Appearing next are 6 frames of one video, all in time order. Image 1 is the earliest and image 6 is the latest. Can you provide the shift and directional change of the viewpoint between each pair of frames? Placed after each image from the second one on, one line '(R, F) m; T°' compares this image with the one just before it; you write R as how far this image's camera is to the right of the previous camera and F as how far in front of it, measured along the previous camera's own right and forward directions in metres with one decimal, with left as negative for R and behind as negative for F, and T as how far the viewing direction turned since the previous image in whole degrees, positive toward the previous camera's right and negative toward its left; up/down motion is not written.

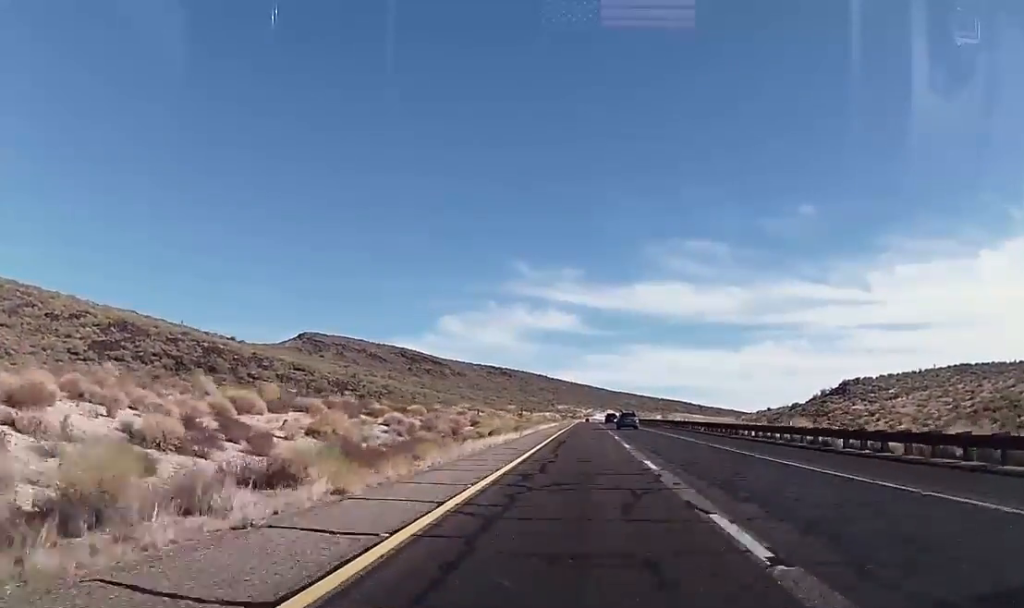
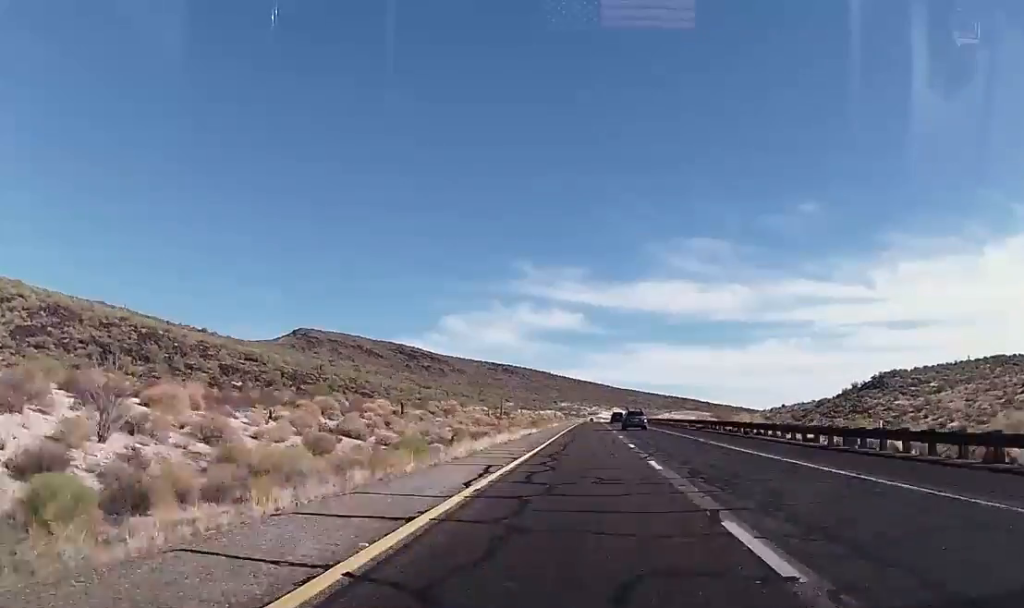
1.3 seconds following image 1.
(+0.1, +48.5) m; 0°
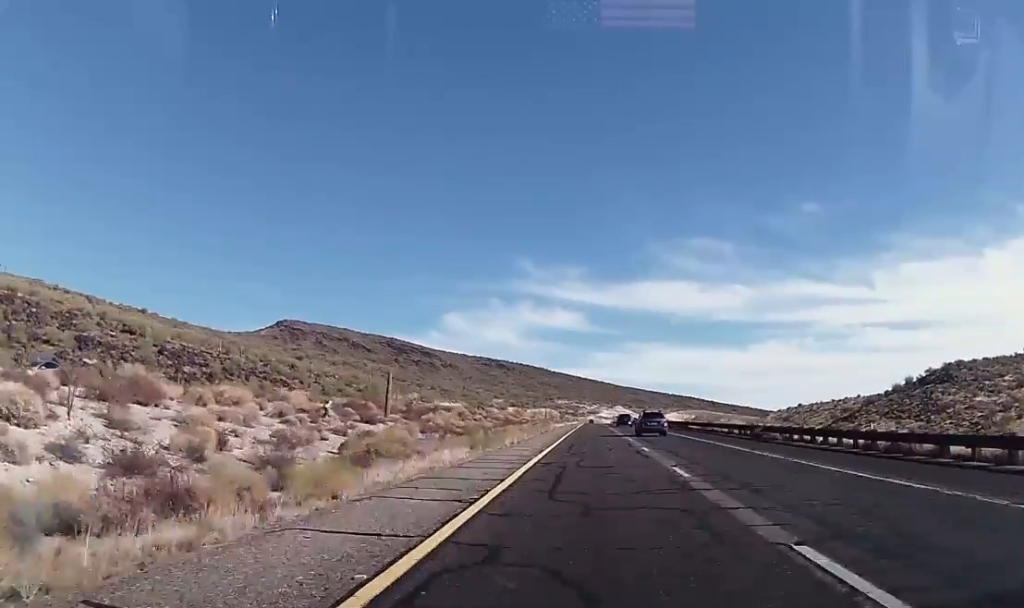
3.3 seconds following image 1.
(-0.5, +74.1) m; 0°
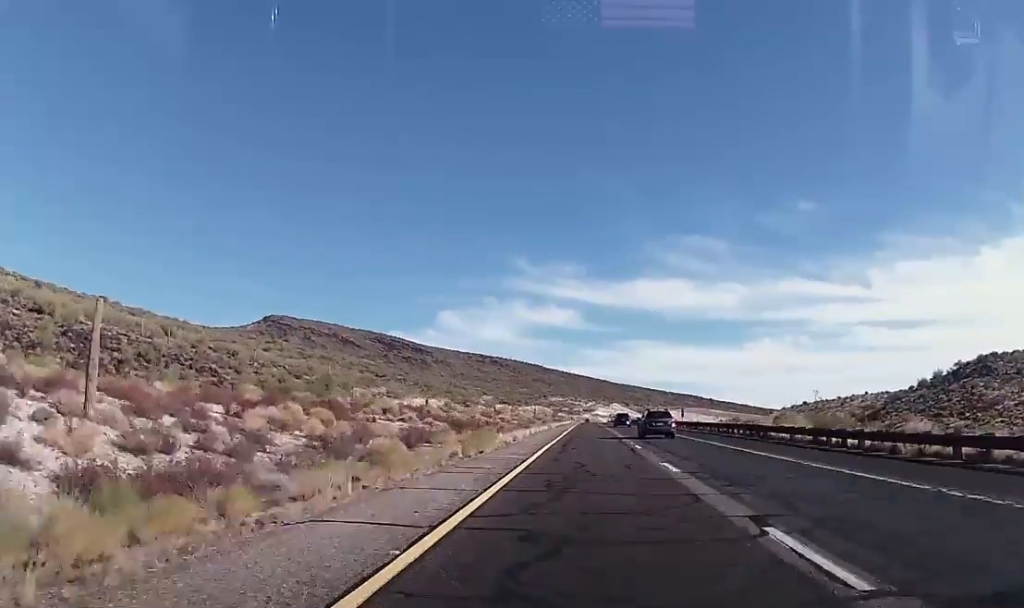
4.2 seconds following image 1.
(0.0, +35.1) m; -1°
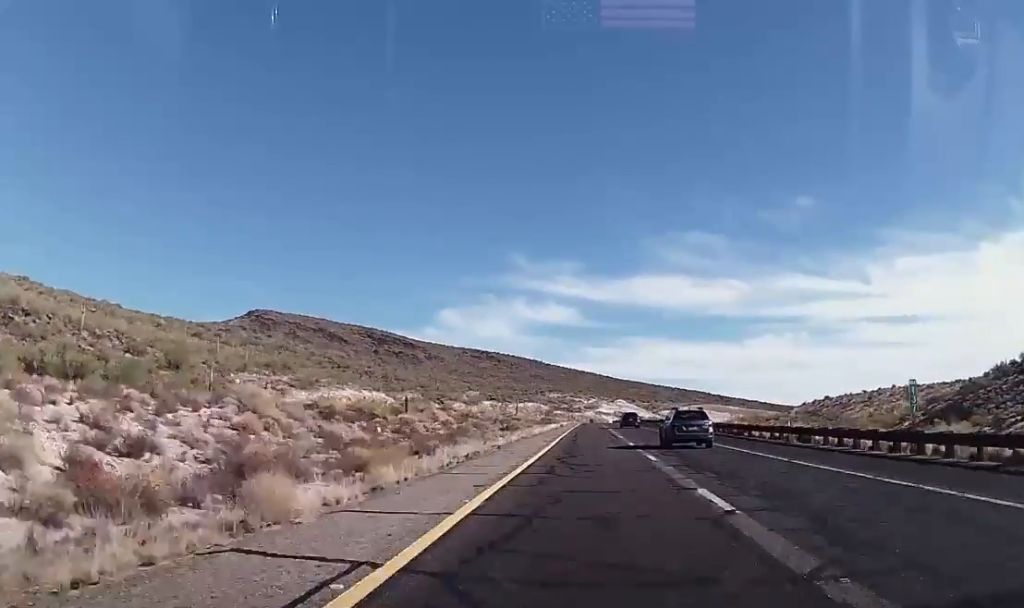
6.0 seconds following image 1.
(+0.4, +67.6) m; +1°
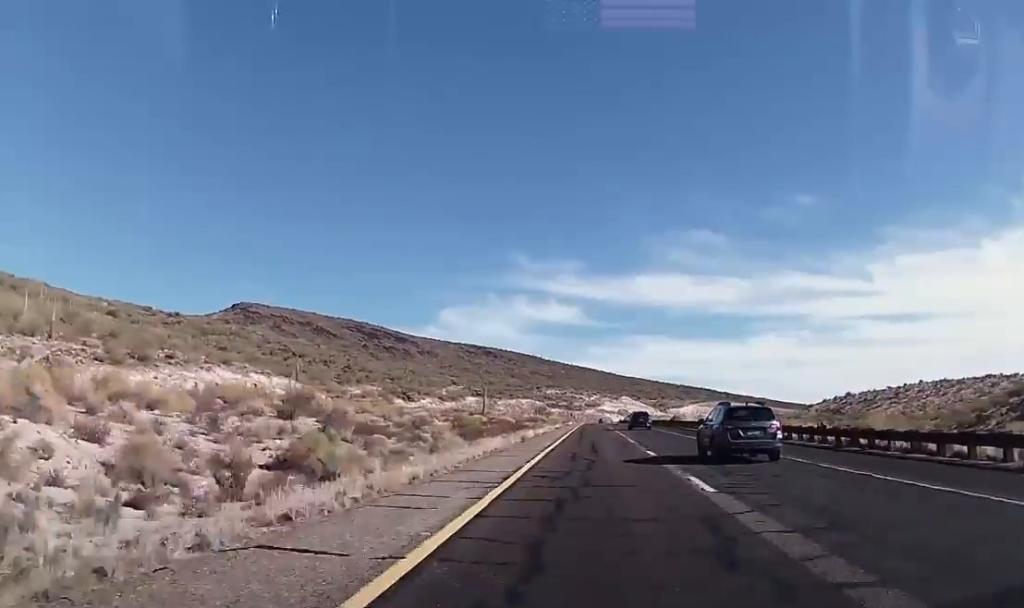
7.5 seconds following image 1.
(-0.5, +56.4) m; 0°
